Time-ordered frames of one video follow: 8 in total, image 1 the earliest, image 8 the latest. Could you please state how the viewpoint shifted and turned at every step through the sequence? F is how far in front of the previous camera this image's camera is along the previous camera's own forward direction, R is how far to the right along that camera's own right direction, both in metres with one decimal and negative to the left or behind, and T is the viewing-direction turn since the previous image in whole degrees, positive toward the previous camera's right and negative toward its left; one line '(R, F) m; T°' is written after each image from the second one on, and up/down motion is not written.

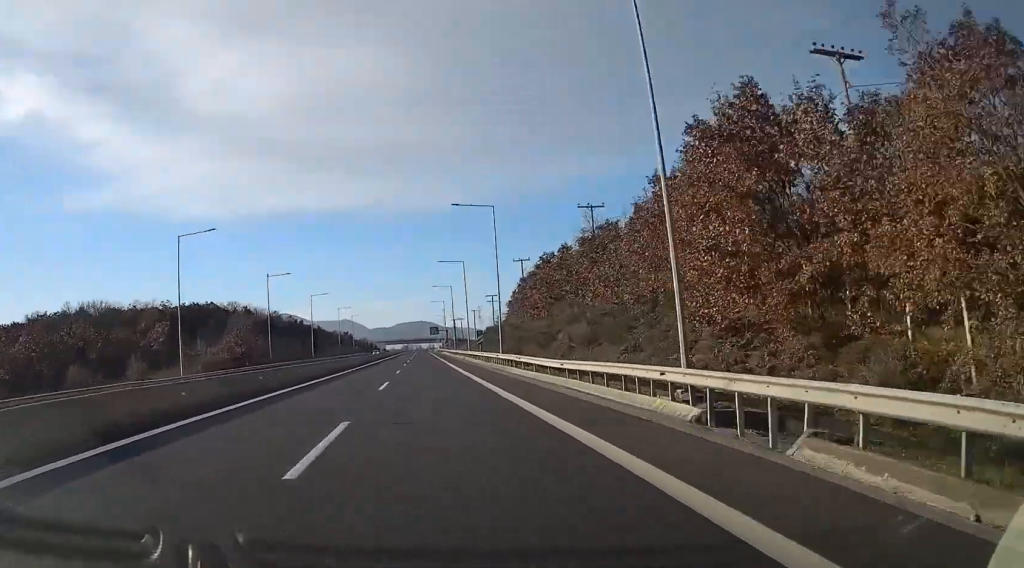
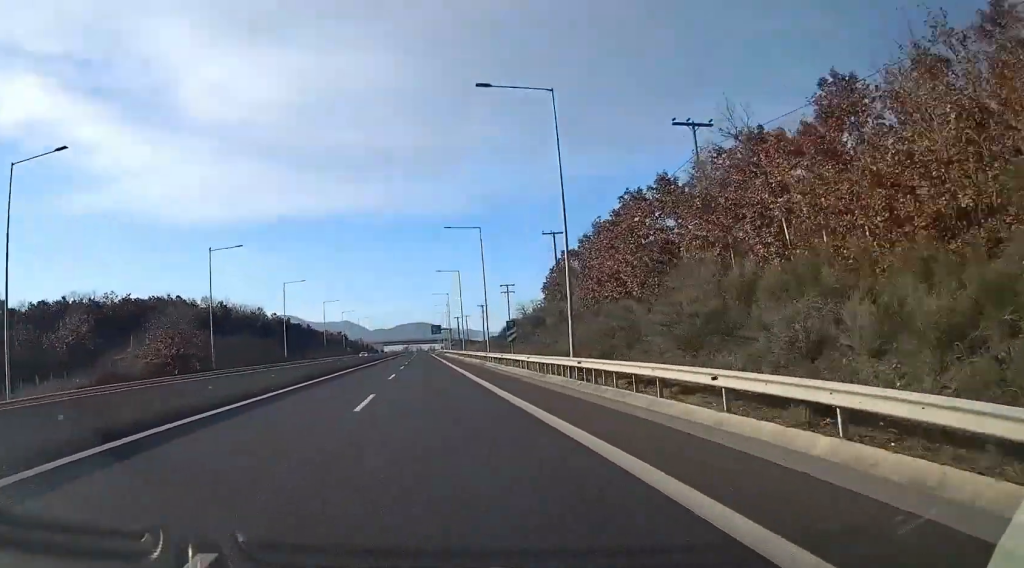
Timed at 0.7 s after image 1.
(0.0, +27.4) m; 0°
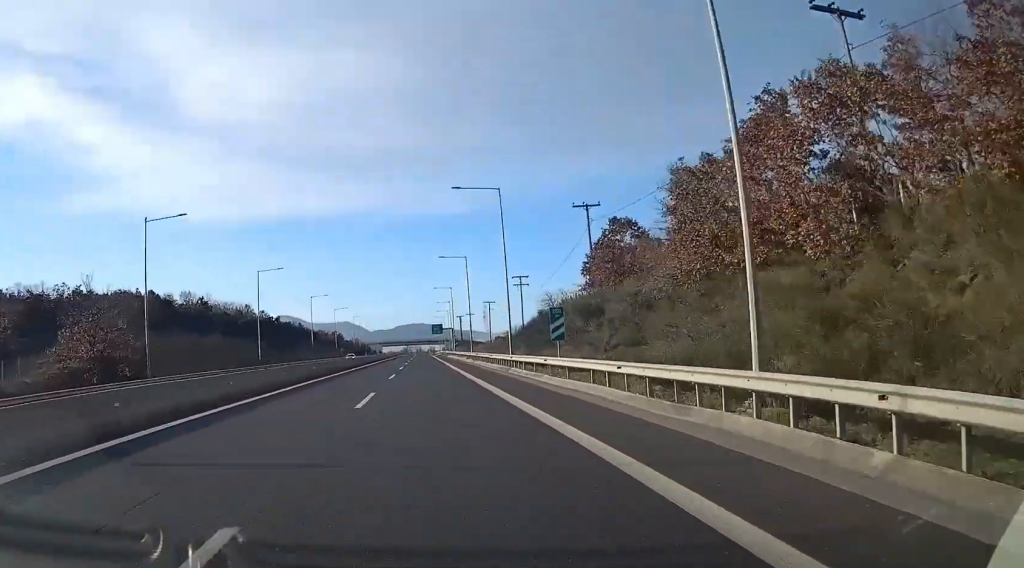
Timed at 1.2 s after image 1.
(0.0, +17.4) m; 0°
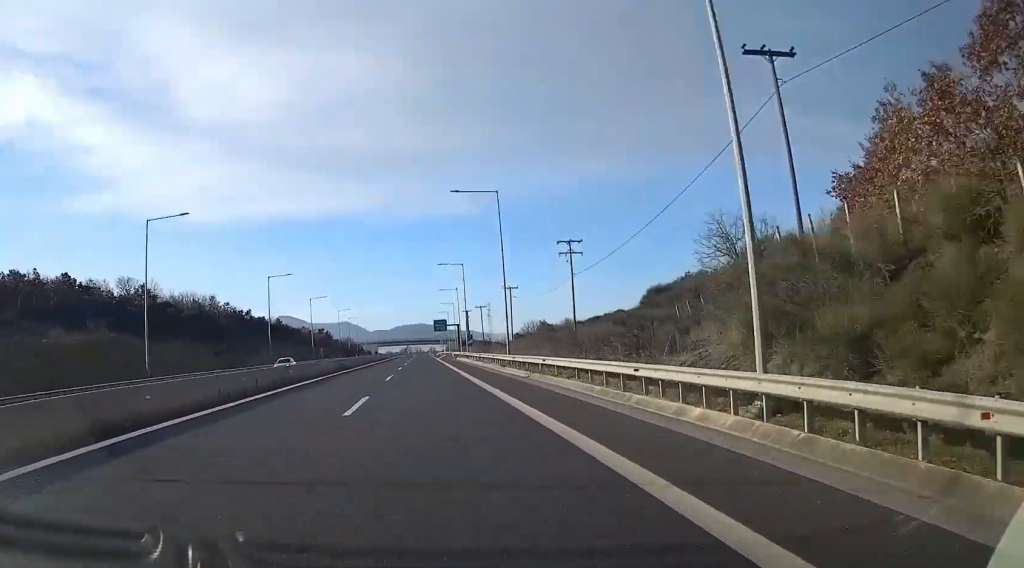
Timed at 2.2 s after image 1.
(0.0, +38.0) m; 0°
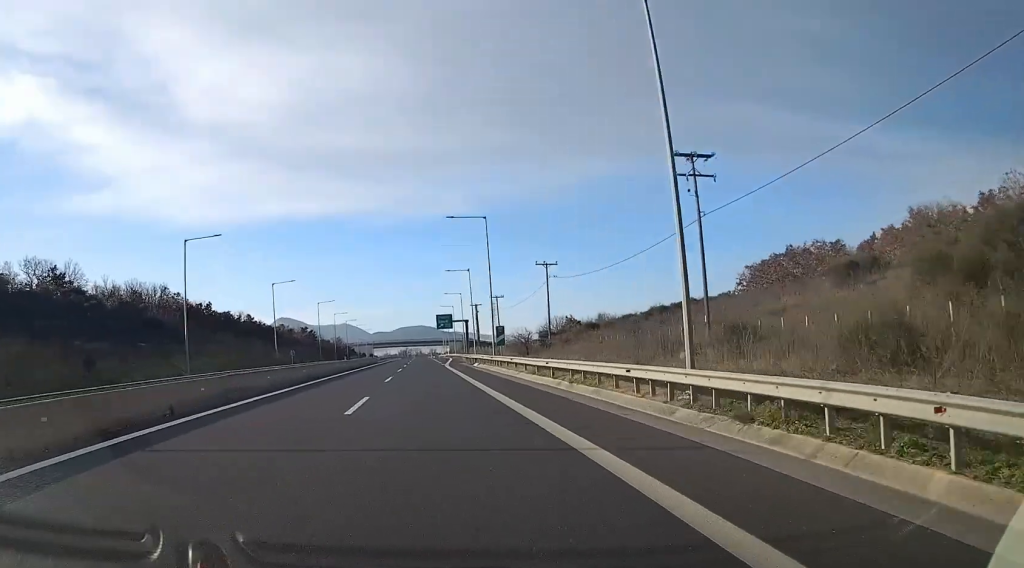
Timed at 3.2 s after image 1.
(+0.1, +35.3) m; 0°
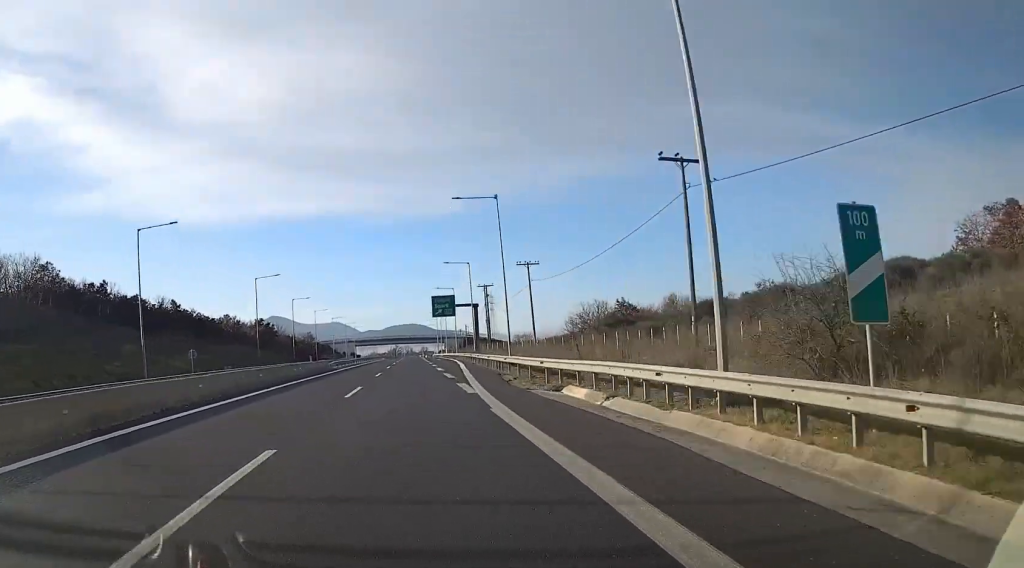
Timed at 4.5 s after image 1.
(+0.1, +48.3) m; 0°
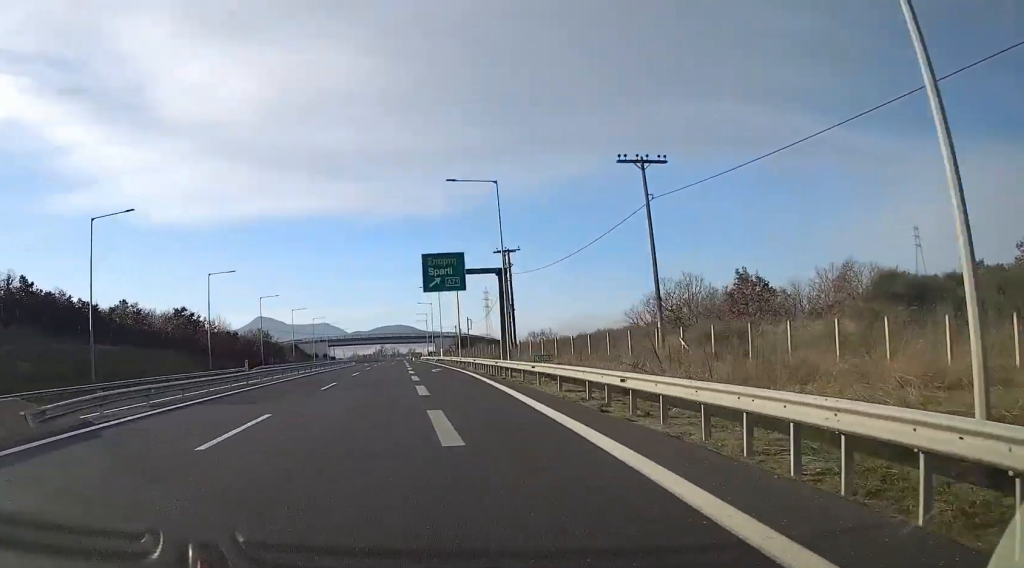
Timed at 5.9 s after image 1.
(+0.3, +48.4) m; +1°
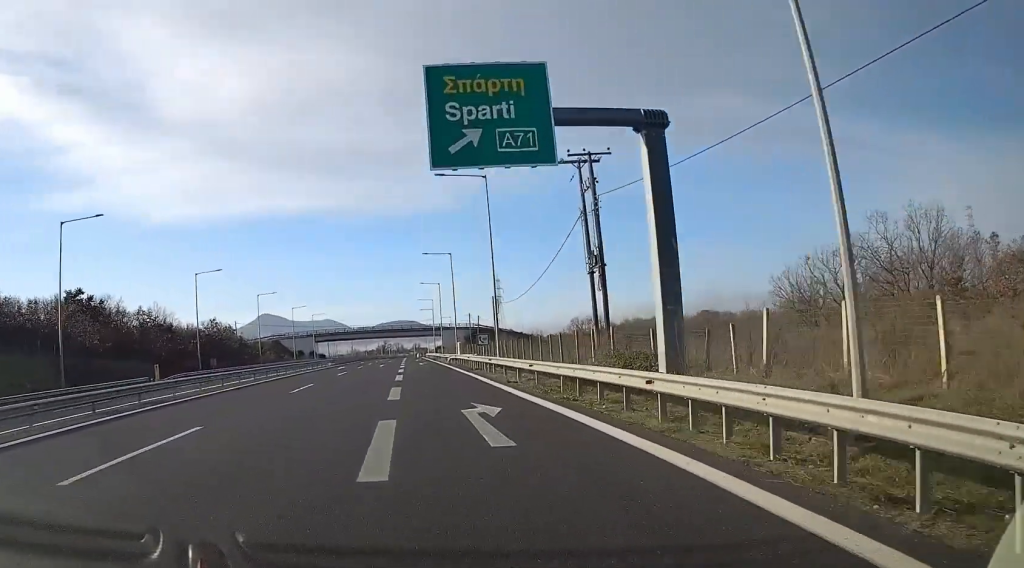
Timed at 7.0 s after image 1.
(+0.2, +38.7) m; 0°
